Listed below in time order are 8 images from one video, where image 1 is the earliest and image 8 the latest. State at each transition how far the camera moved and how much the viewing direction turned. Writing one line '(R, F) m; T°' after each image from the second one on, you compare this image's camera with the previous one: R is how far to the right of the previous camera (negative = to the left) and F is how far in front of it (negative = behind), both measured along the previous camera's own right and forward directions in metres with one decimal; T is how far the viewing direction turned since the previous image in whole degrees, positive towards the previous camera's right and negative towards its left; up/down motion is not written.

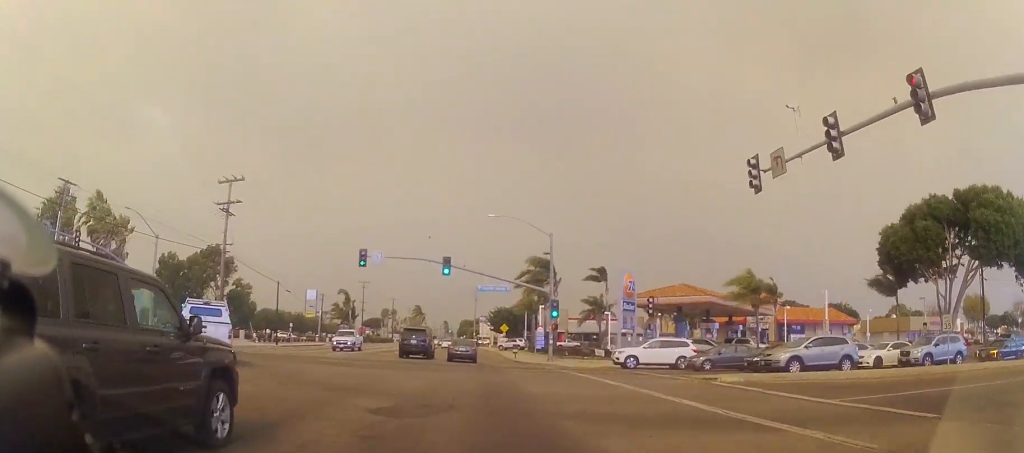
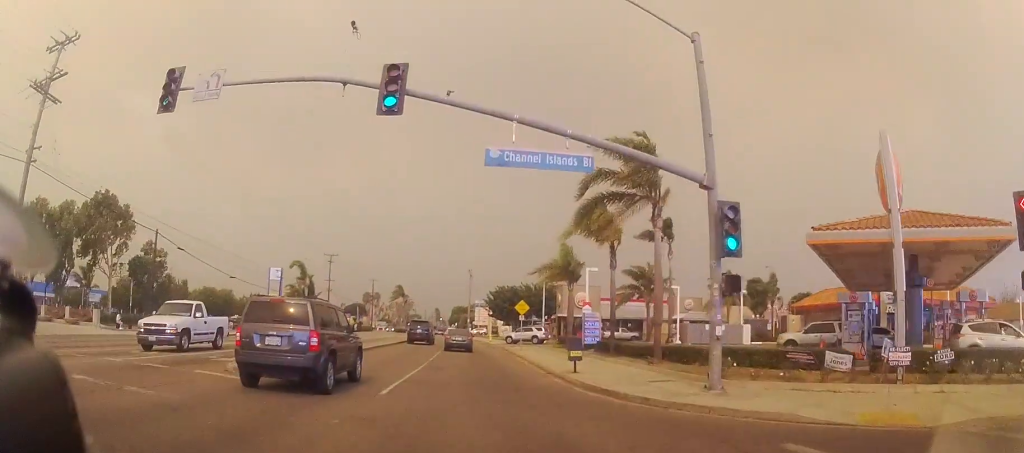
(0.0, +28.4) m; +2°
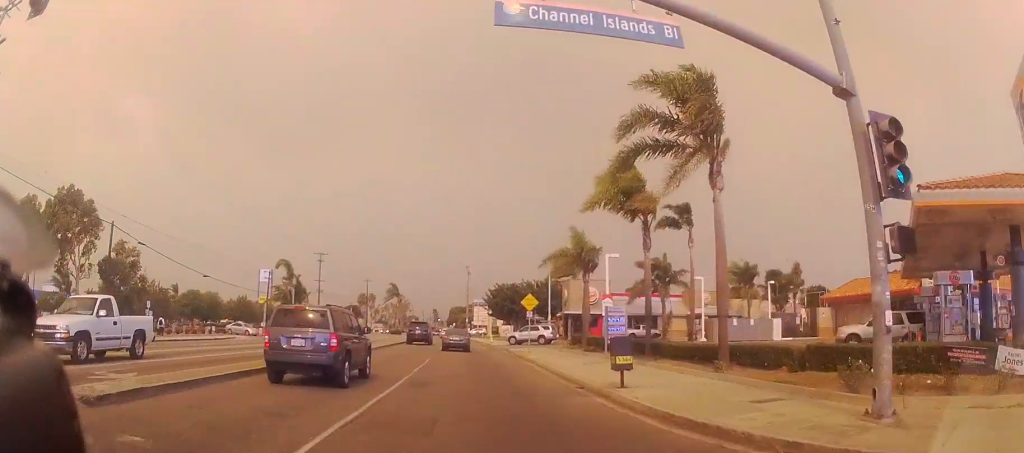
(+0.2, +5.9) m; 0°
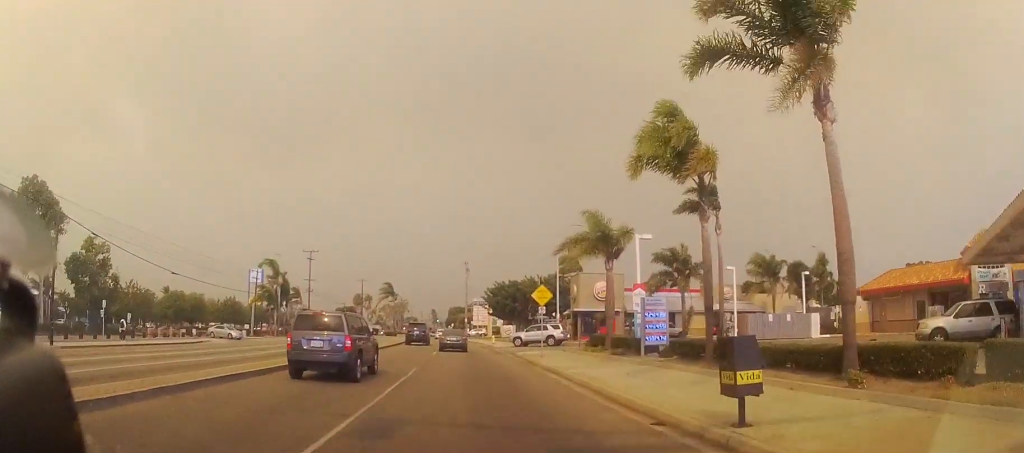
(+0.2, +5.9) m; 0°
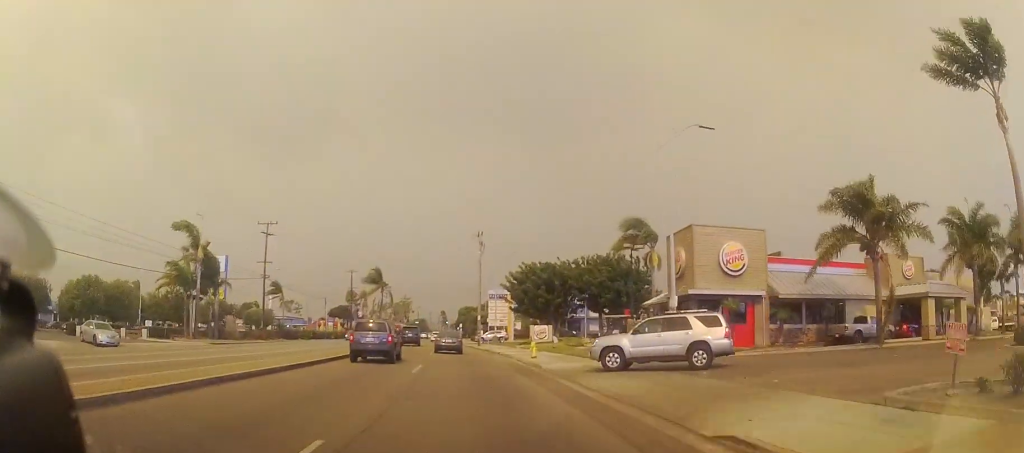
(-0.8, +27.6) m; -2°
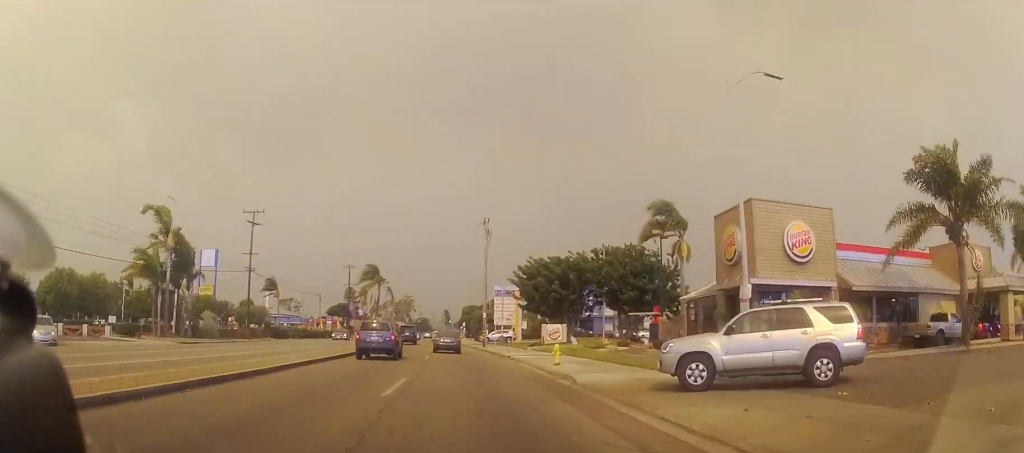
(0.0, +6.6) m; 0°
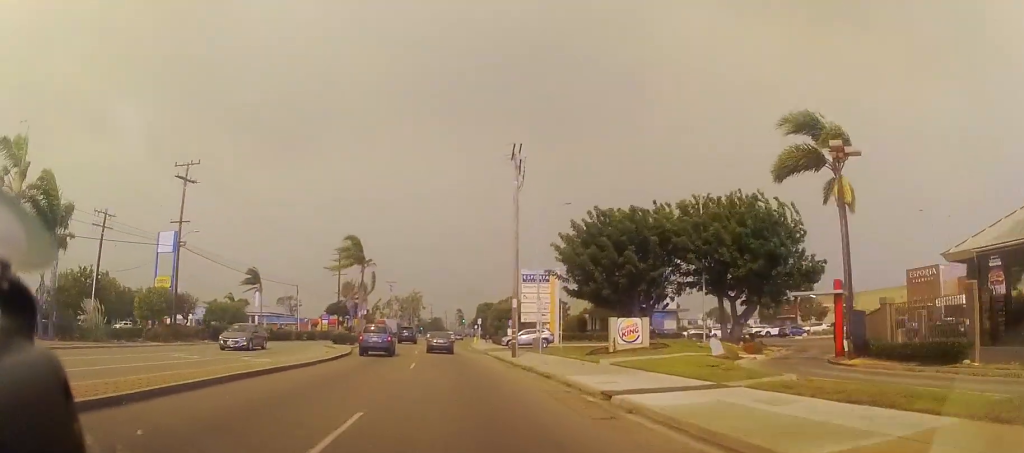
(0.0, +21.0) m; -2°
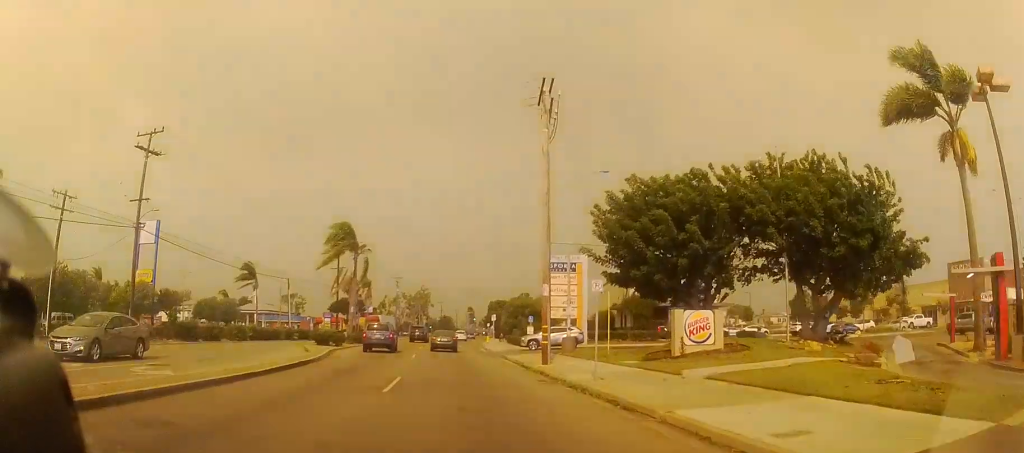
(-0.2, +8.4) m; -2°
